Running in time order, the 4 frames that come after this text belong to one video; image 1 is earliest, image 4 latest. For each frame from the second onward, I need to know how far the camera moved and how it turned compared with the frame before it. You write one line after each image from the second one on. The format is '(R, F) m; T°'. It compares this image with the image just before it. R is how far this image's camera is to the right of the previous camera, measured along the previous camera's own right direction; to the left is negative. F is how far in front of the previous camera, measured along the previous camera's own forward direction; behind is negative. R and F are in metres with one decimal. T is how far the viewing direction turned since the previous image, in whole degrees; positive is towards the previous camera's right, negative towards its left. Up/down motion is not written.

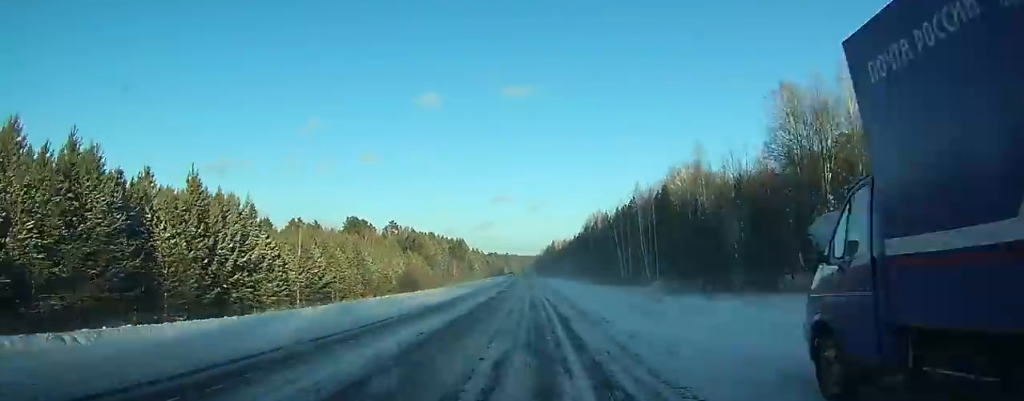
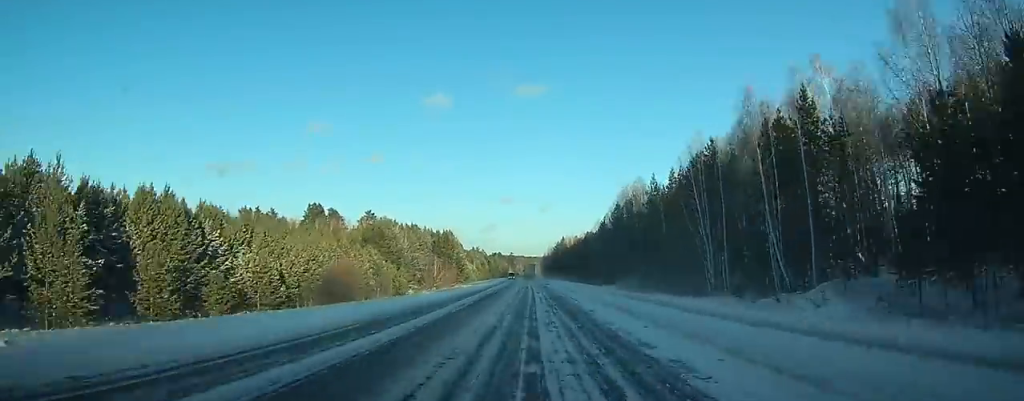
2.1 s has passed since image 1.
(-0.1, +47.1) m; -1°
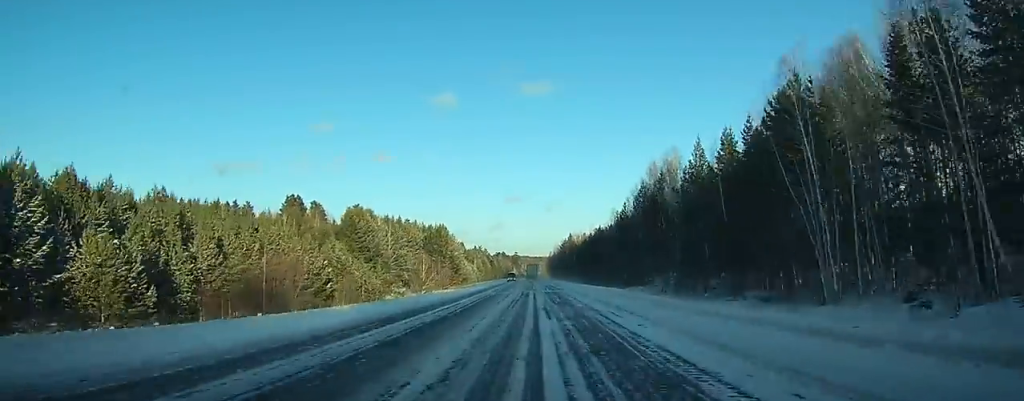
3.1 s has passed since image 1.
(+0.1, +20.8) m; 0°
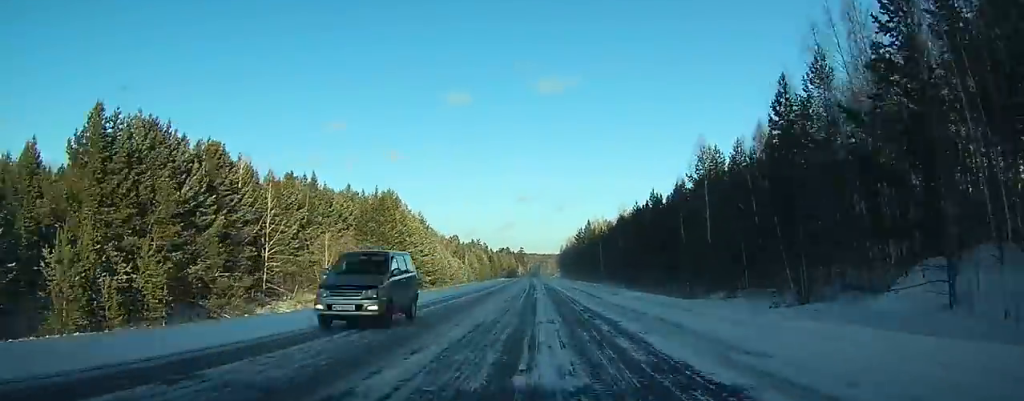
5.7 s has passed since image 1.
(-0.9, +60.8) m; -1°
